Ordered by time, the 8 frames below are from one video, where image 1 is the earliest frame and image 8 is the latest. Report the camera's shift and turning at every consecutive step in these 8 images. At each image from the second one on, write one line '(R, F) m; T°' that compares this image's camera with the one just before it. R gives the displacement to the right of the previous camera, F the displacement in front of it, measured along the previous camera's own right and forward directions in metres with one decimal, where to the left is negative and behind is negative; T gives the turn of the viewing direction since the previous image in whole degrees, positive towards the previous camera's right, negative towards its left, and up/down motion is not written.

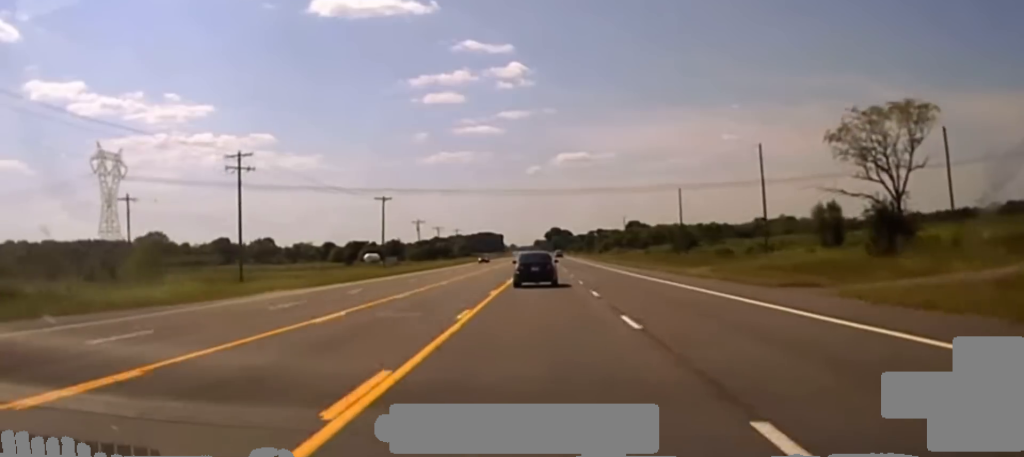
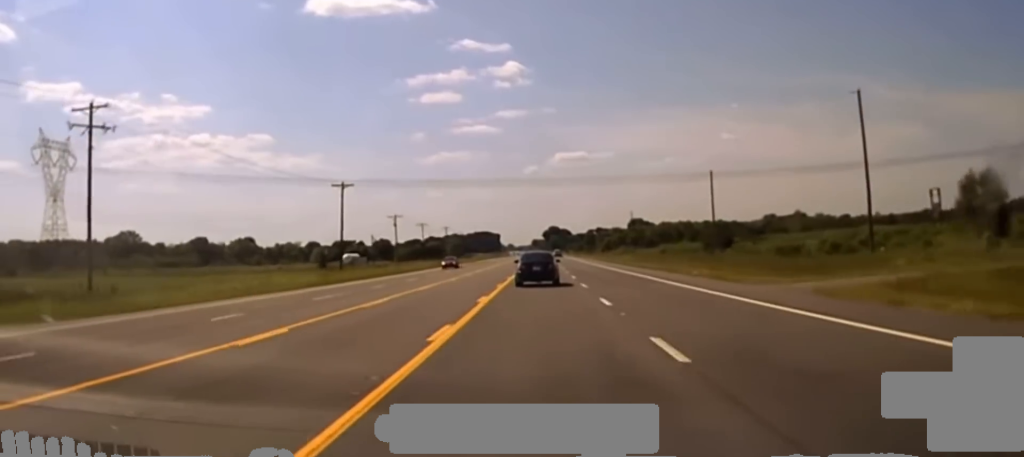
(0.0, +31.2) m; 0°
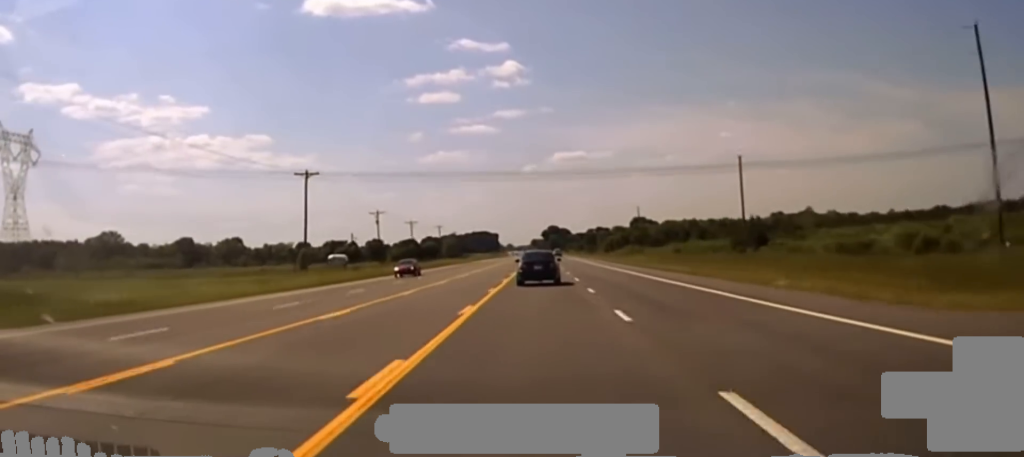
(0.0, +18.3) m; 0°
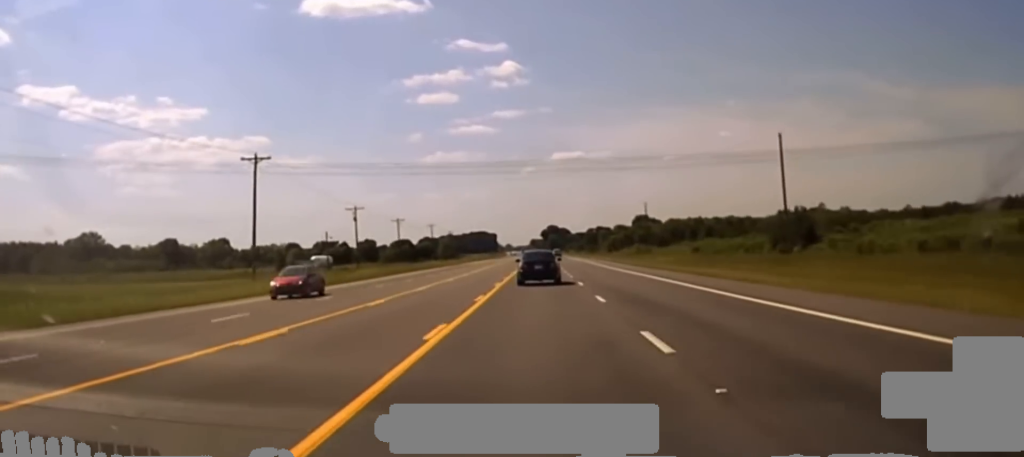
(0.0, +18.0) m; 0°
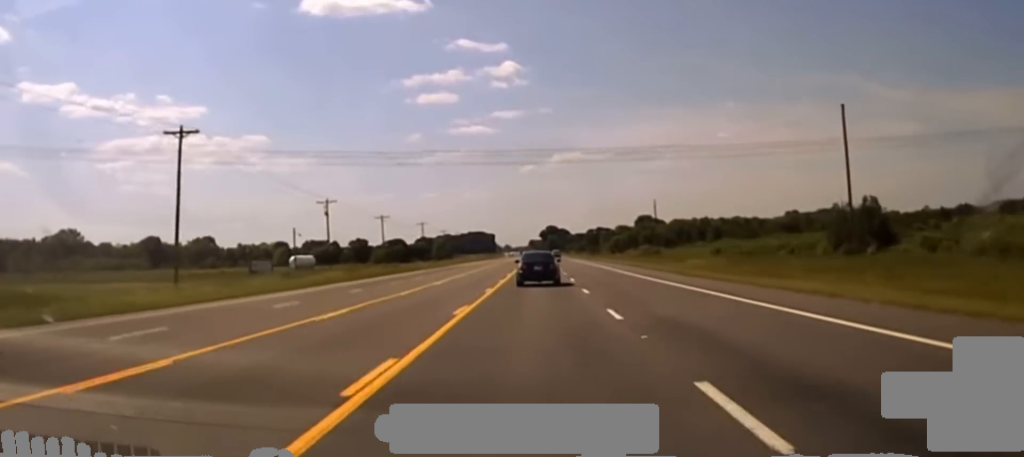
(0.0, +17.1) m; 0°
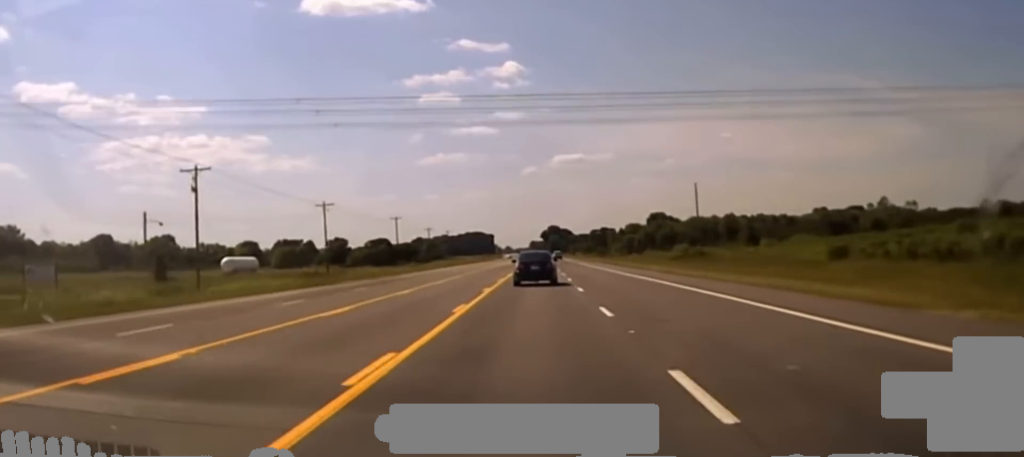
(+0.4, +42.2) m; +1°
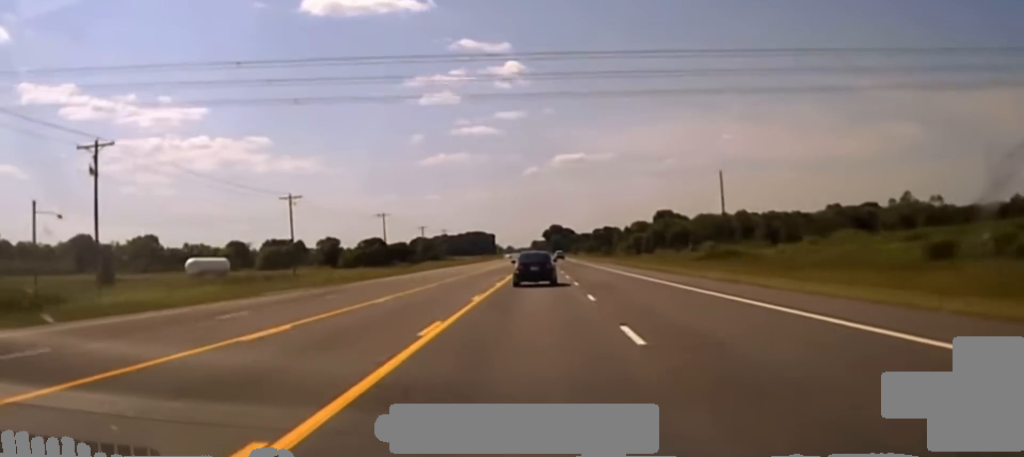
(0.0, +15.9) m; 0°
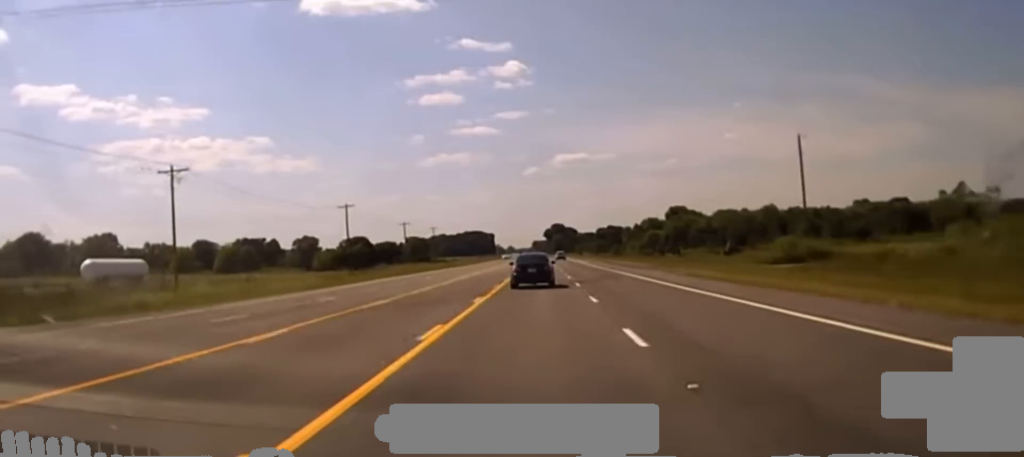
(-0.2, +34.4) m; -1°
